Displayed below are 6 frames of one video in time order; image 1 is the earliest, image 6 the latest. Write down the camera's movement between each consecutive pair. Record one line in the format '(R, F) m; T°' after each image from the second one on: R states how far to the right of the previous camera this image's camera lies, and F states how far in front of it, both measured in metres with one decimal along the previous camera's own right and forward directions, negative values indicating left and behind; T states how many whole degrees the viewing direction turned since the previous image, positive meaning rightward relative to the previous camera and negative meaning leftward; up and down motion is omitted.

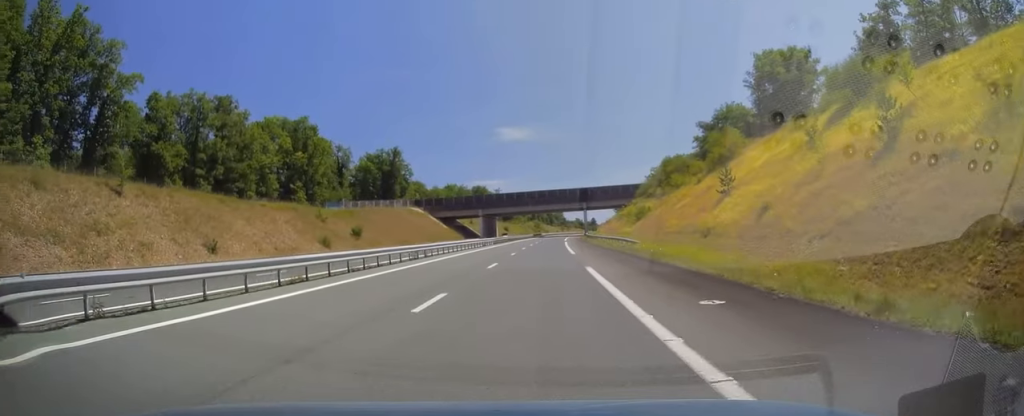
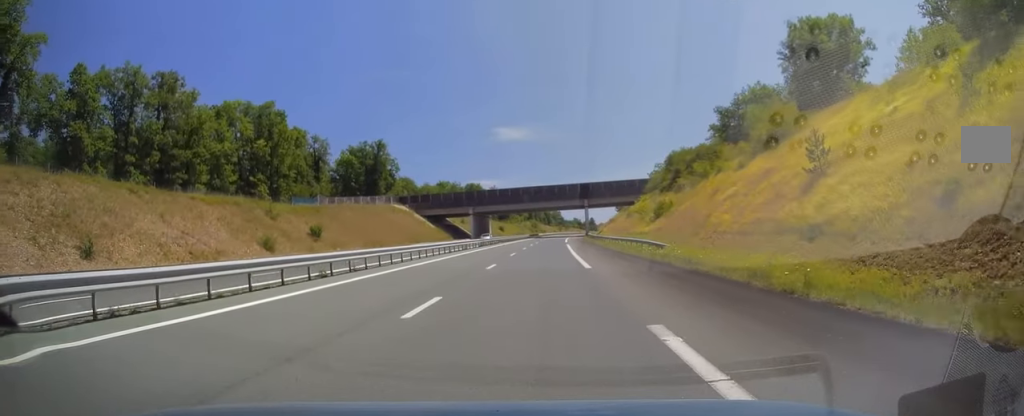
(0.0, +13.8) m; 0°
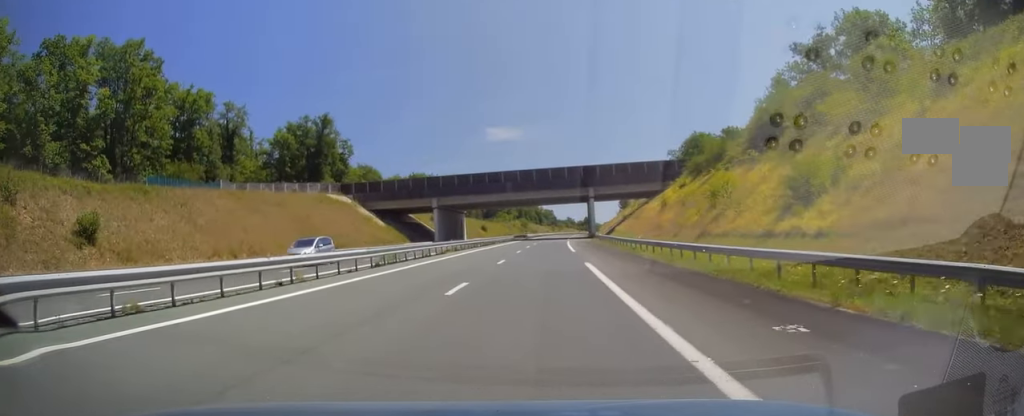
(0.0, +35.4) m; +1°
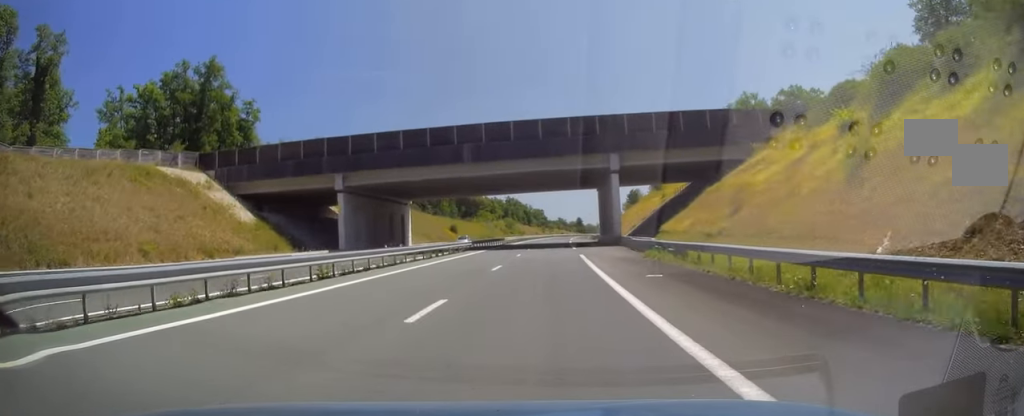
(+0.6, +42.8) m; +1°
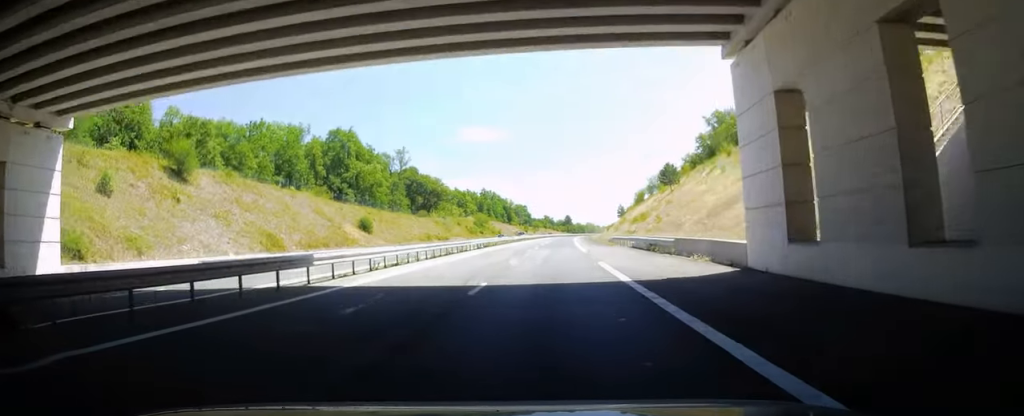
(+0.7, +60.9) m; +2°
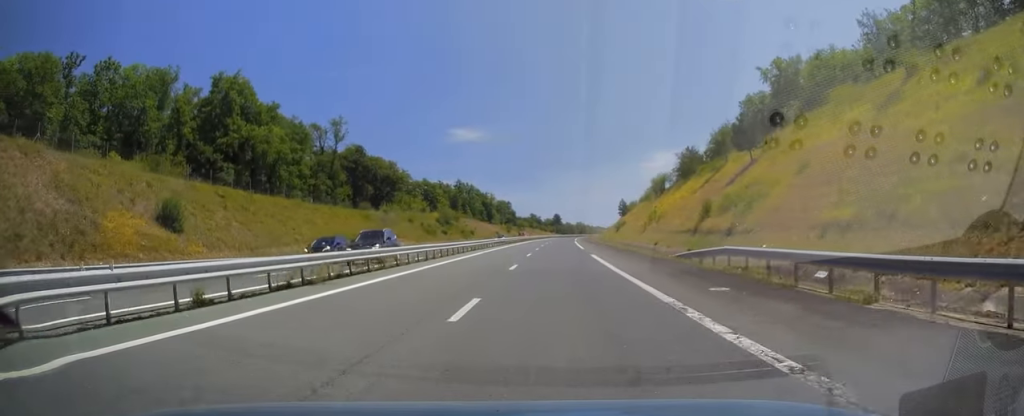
(+0.3, +42.8) m; +1°
